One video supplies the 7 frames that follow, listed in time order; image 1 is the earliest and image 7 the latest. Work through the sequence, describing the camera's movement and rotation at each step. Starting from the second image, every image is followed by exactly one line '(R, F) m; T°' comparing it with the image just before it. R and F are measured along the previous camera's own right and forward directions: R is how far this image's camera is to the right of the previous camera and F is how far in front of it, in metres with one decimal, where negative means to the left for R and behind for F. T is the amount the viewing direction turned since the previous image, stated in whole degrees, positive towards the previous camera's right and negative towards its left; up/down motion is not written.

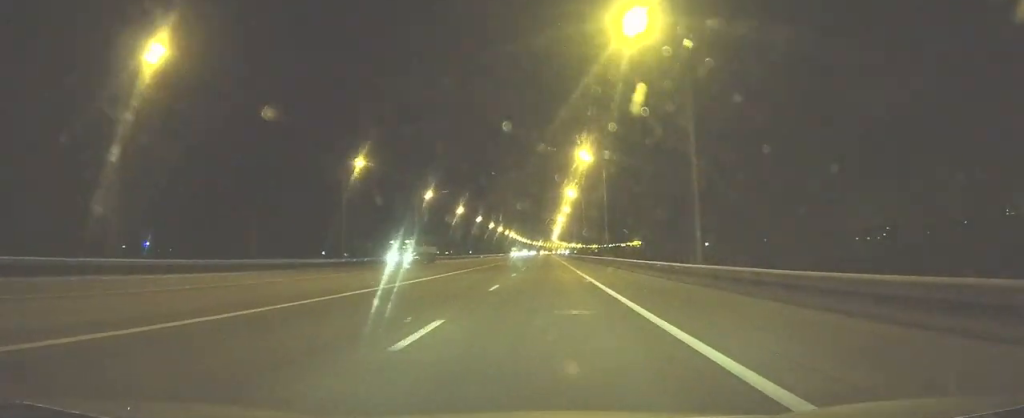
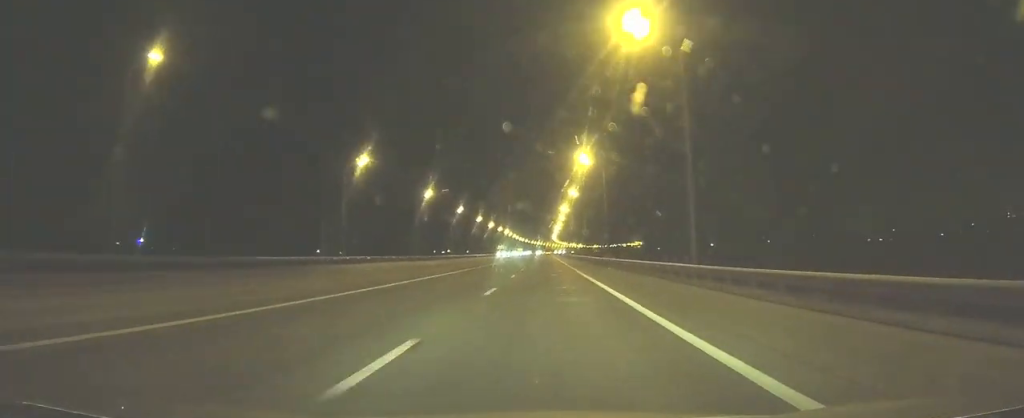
(-0.2, +38.1) m; 0°
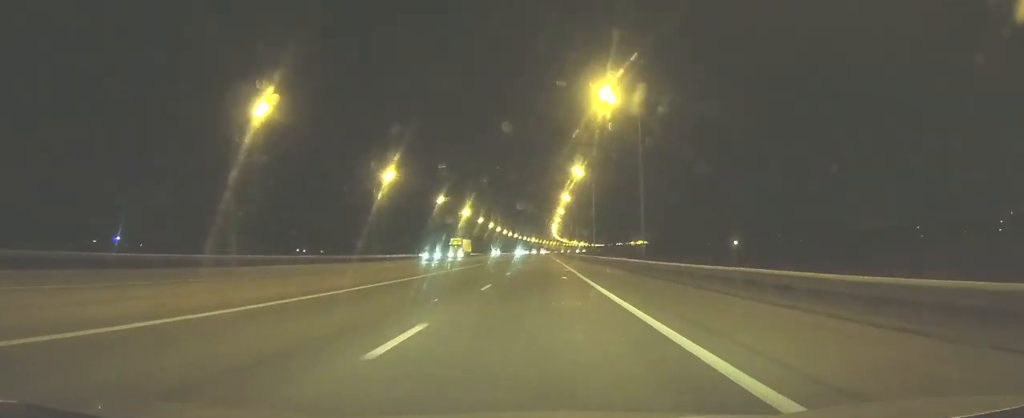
(-0.3, +140.1) m; 0°
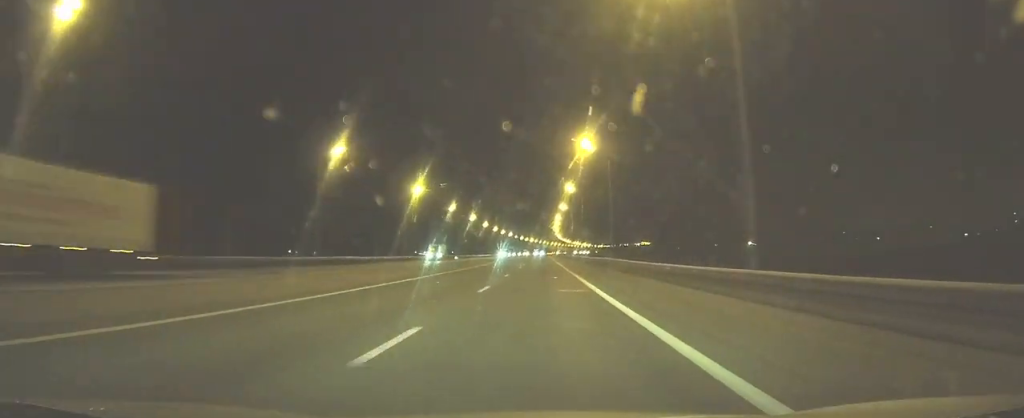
(+0.2, +59.6) m; 0°
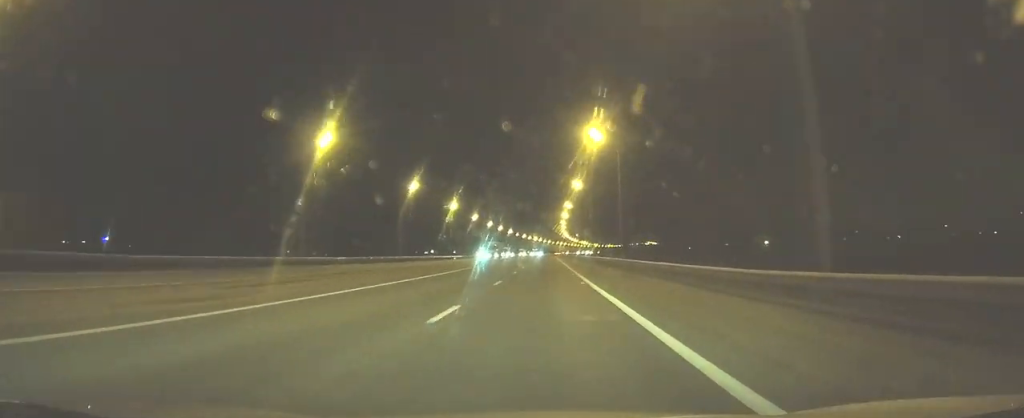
(-0.1, +43.8) m; 0°
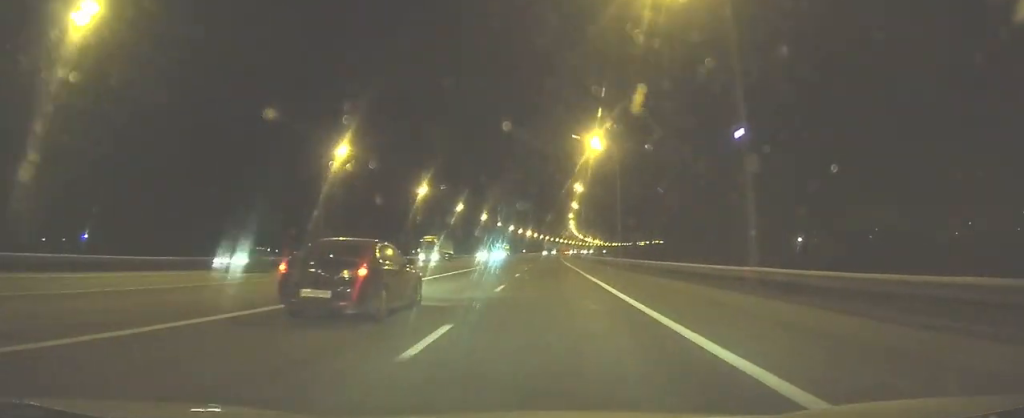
(0.0, +111.1) m; 0°
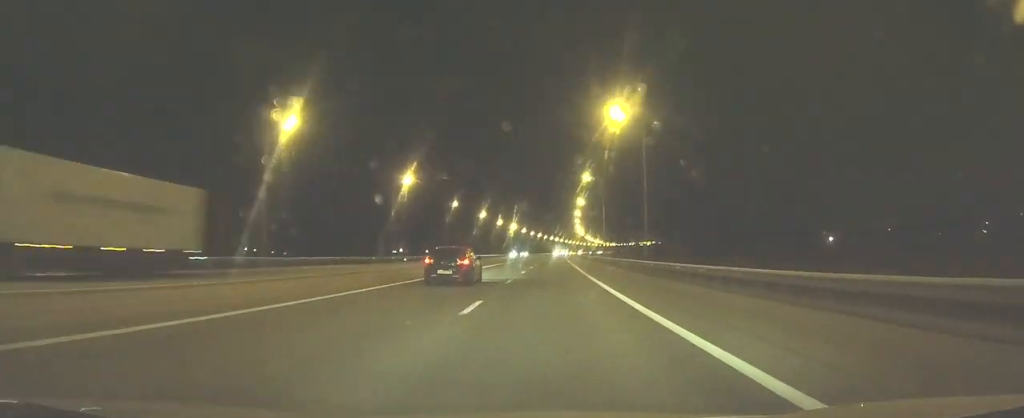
(+0.8, +90.5) m; +1°
